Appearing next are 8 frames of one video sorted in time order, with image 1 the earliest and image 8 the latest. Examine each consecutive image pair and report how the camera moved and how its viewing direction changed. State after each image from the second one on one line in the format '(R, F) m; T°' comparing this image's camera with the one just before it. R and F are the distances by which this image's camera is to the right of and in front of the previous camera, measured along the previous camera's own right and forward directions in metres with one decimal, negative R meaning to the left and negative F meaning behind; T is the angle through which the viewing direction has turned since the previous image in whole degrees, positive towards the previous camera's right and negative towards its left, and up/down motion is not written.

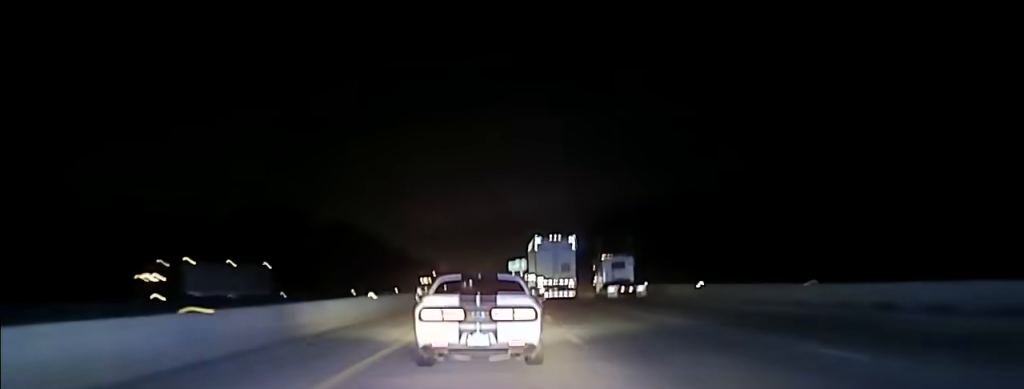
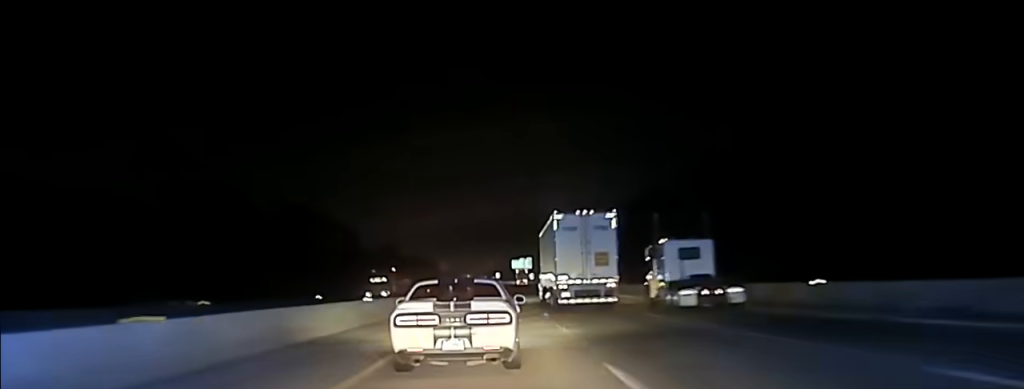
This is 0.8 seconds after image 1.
(+0.1, +44.2) m; 0°
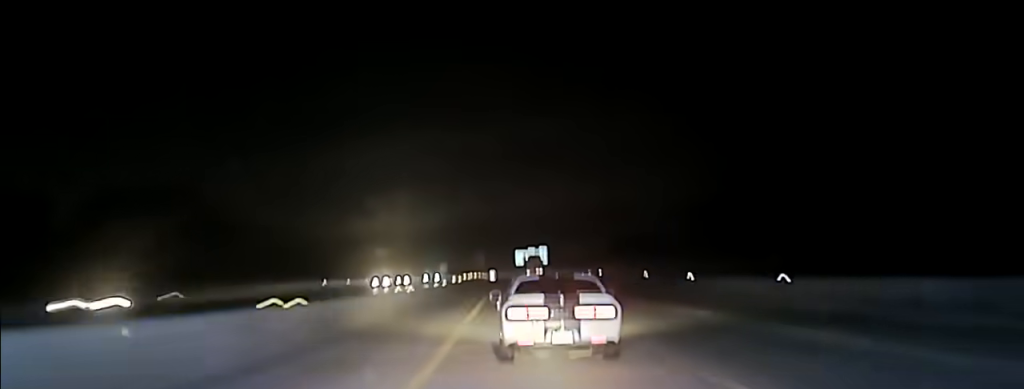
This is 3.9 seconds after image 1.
(-0.4, +173.6) m; 0°
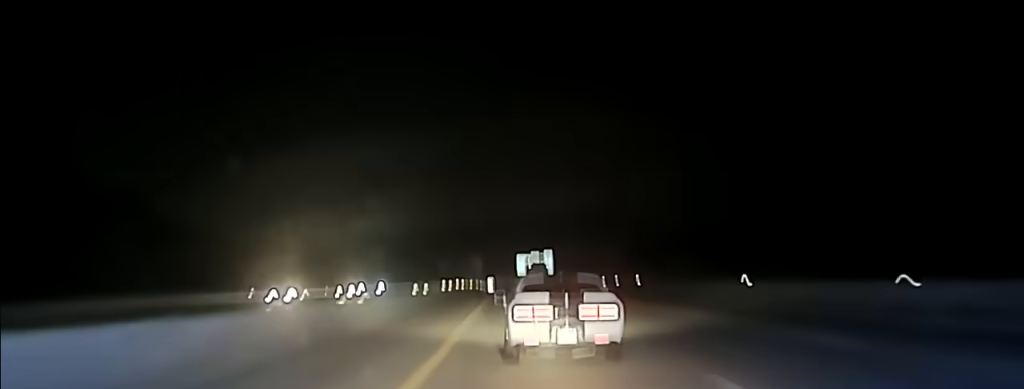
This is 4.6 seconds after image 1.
(-0.2, +36.5) m; 0°
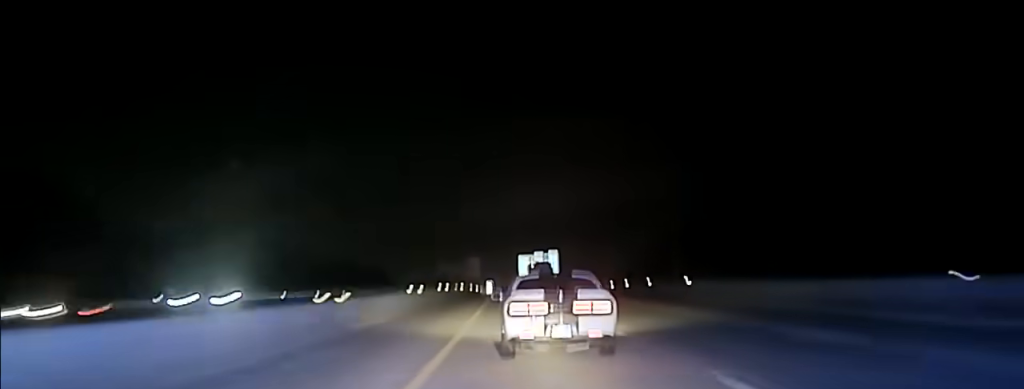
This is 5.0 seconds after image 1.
(-0.2, +25.0) m; 0°
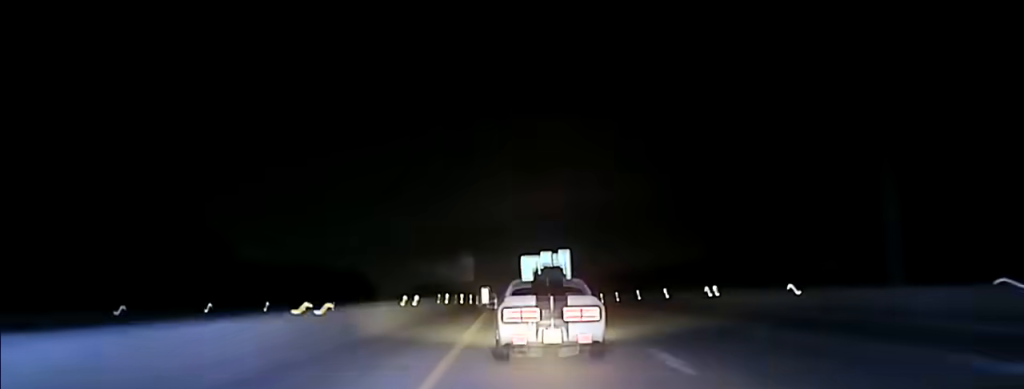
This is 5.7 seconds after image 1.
(0.0, +42.4) m; 0°
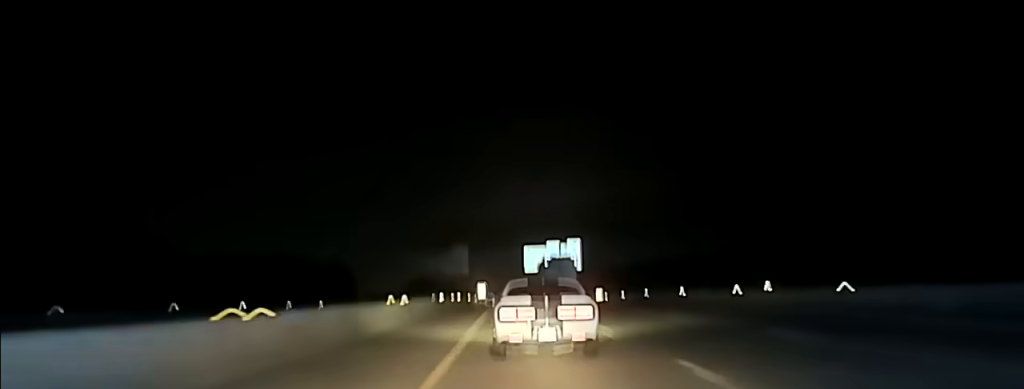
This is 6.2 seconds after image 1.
(-0.1, +27.0) m; 0°
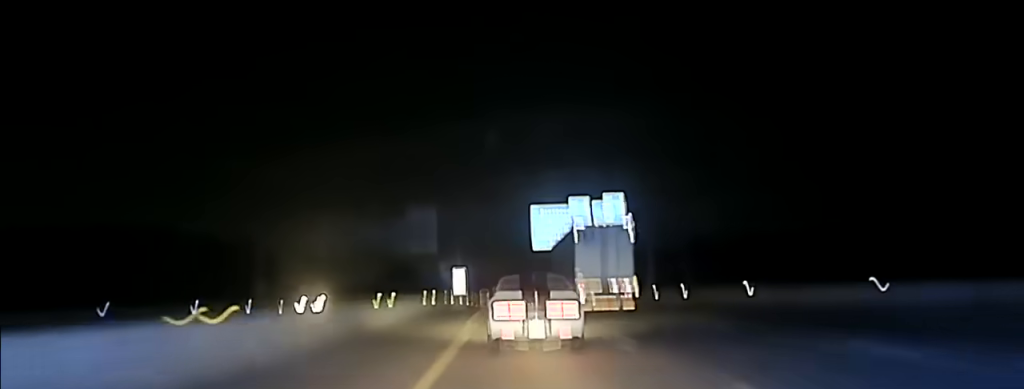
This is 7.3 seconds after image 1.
(+0.4, +64.2) m; 0°
